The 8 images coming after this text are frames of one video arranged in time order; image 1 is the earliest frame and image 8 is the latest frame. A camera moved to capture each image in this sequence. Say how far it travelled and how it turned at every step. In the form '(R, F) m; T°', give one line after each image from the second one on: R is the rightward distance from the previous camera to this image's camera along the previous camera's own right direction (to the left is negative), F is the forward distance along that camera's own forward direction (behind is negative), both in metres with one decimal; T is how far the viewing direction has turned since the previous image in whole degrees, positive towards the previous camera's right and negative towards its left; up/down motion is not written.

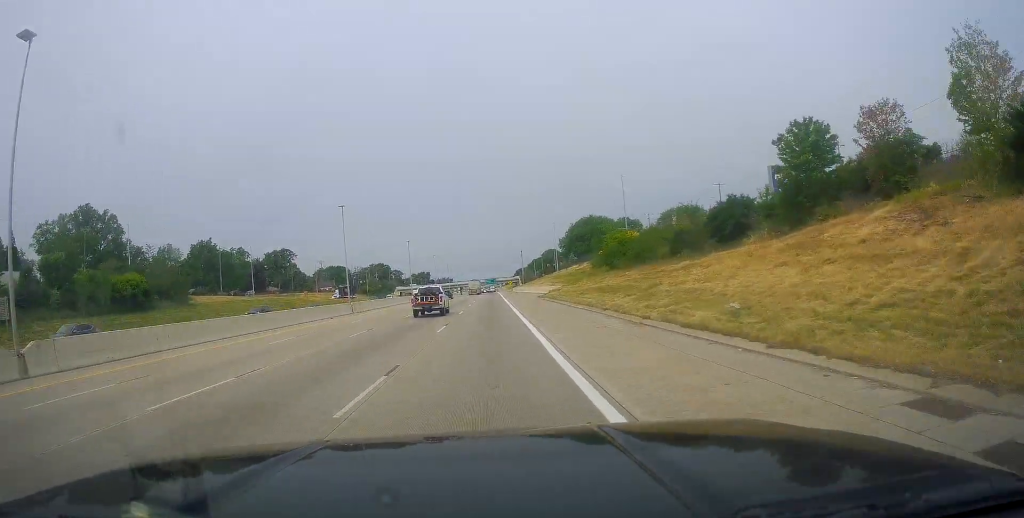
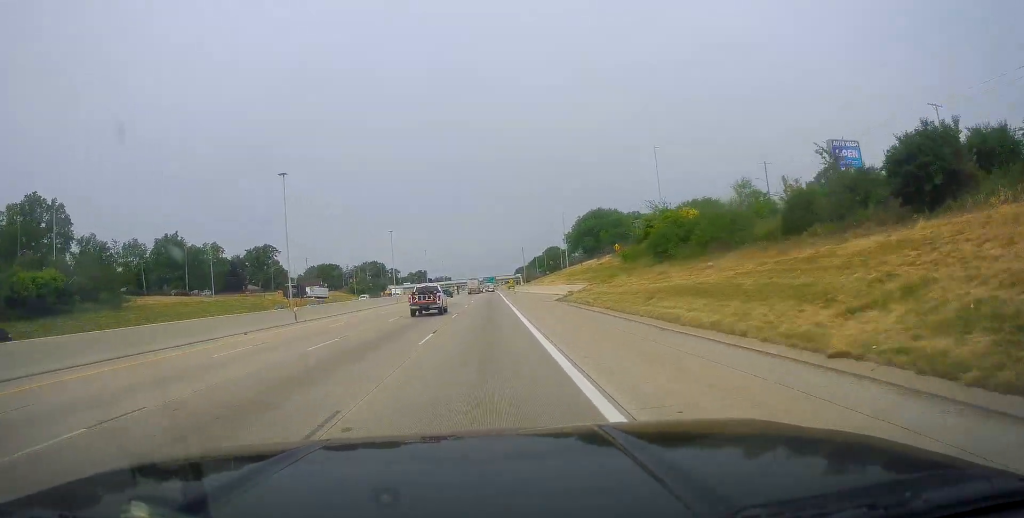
(0.0, +20.7) m; 0°
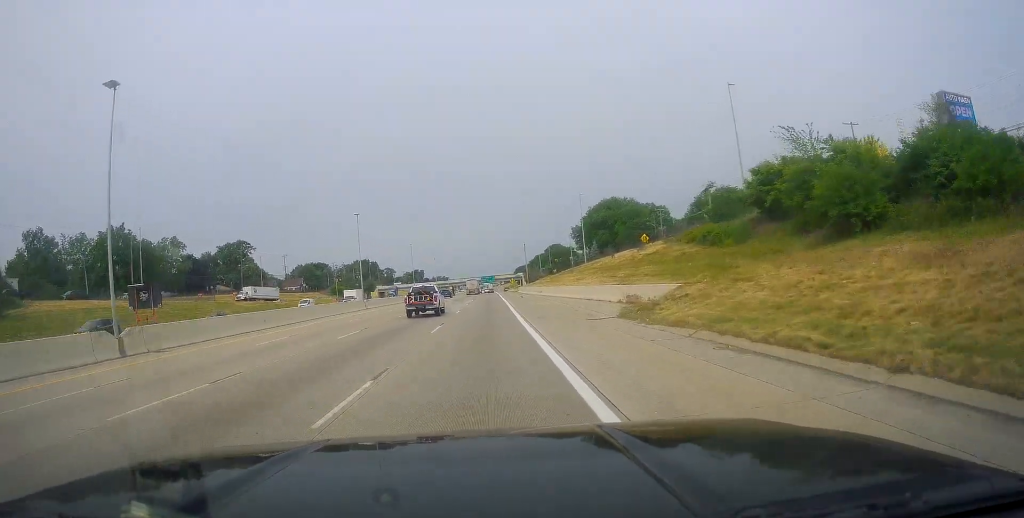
(0.0, +26.0) m; 0°
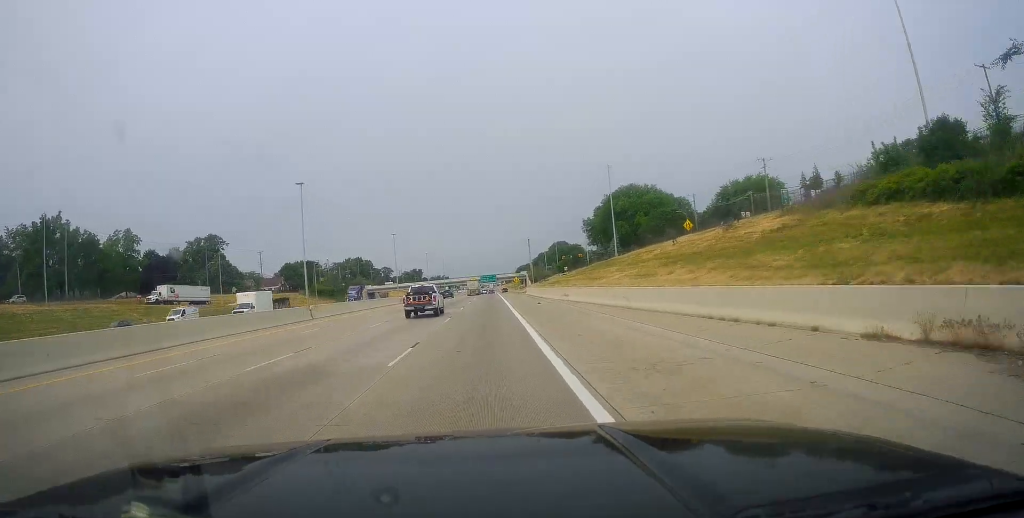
(0.0, +24.8) m; 0°
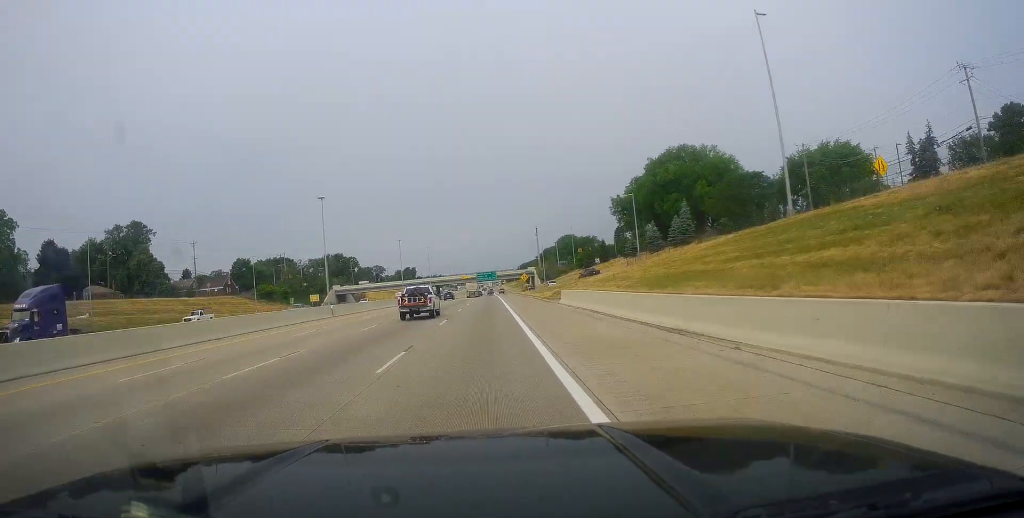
(+0.6, +47.1) m; +1°
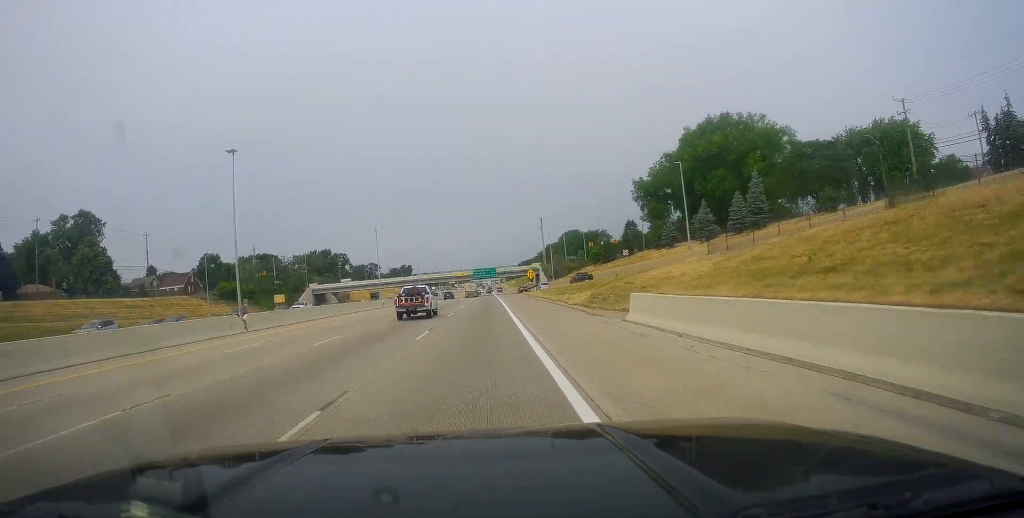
(-0.1, +23.3) m; 0°
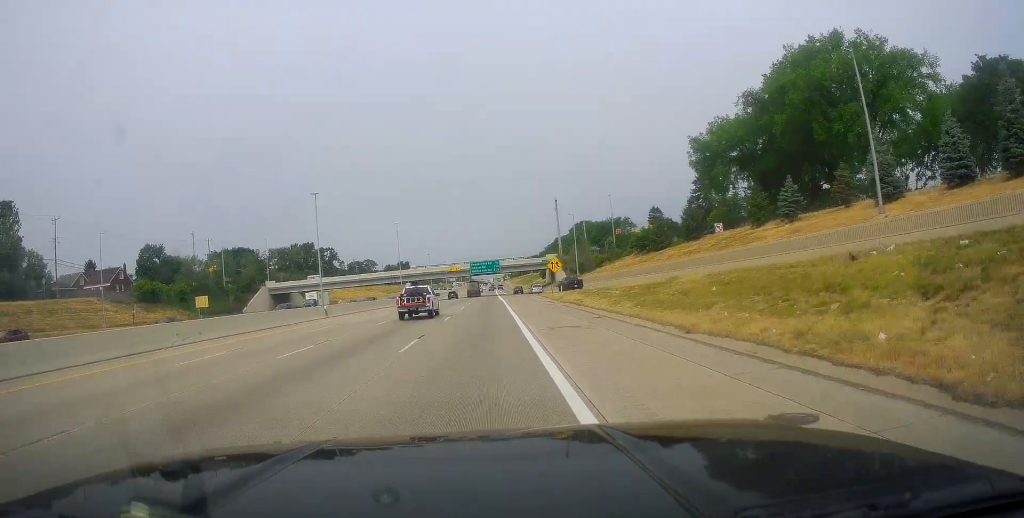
(0.0, +34.5) m; -1°
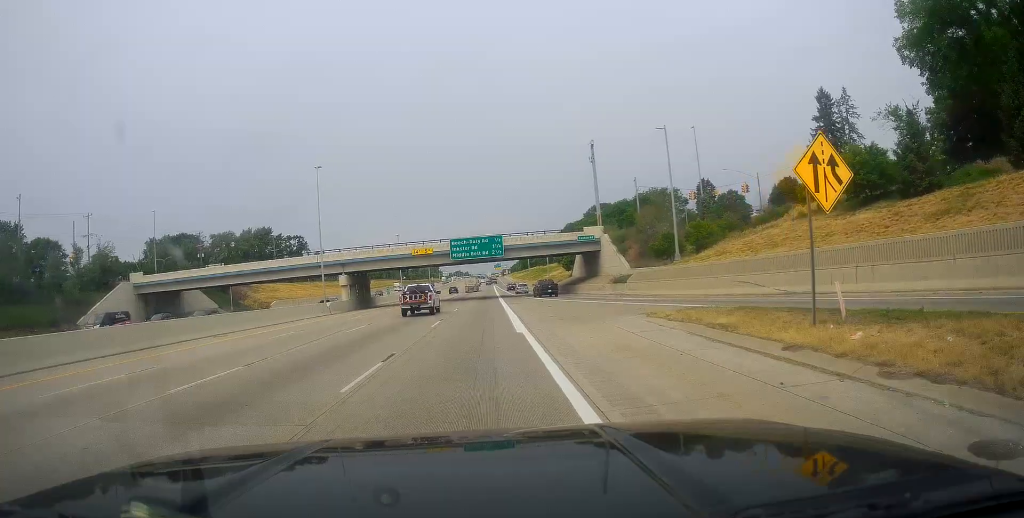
(-1.1, +52.8) m; -1°
